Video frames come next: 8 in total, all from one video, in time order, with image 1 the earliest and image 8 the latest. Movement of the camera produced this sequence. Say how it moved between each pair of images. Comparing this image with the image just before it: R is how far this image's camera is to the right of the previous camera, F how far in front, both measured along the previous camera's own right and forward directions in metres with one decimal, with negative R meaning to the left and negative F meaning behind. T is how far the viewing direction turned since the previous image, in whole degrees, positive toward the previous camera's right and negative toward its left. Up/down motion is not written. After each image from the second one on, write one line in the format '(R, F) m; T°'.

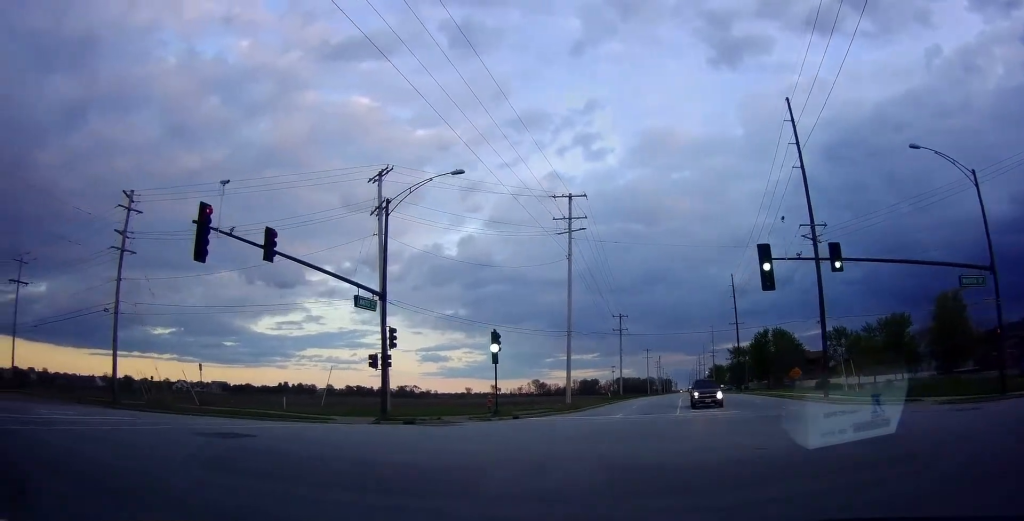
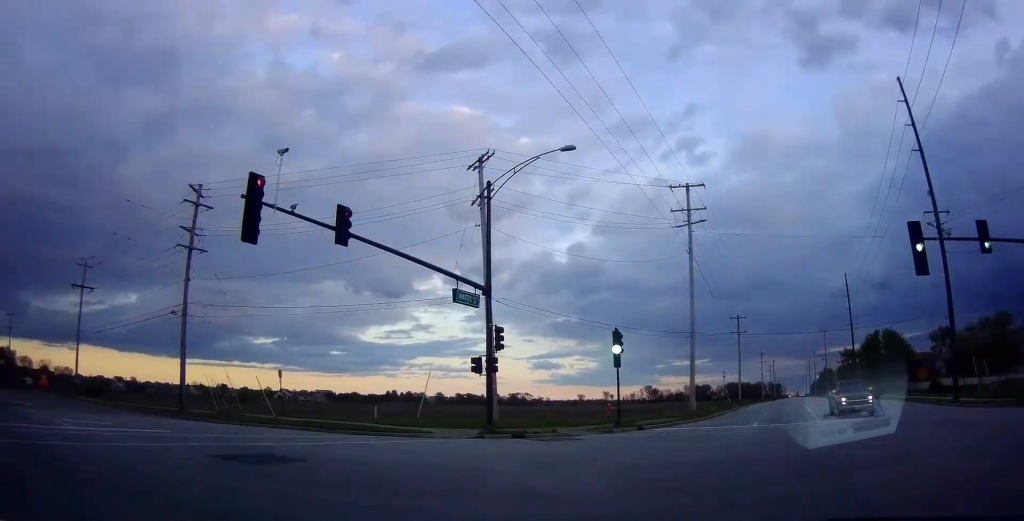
(-0.4, +4.4) m; -16°
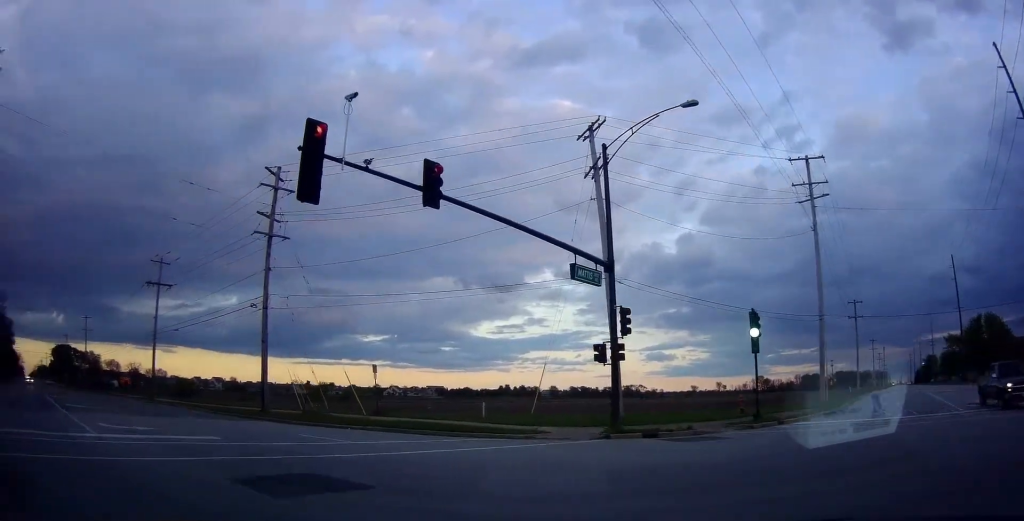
(-0.6, +3.4) m; -11°
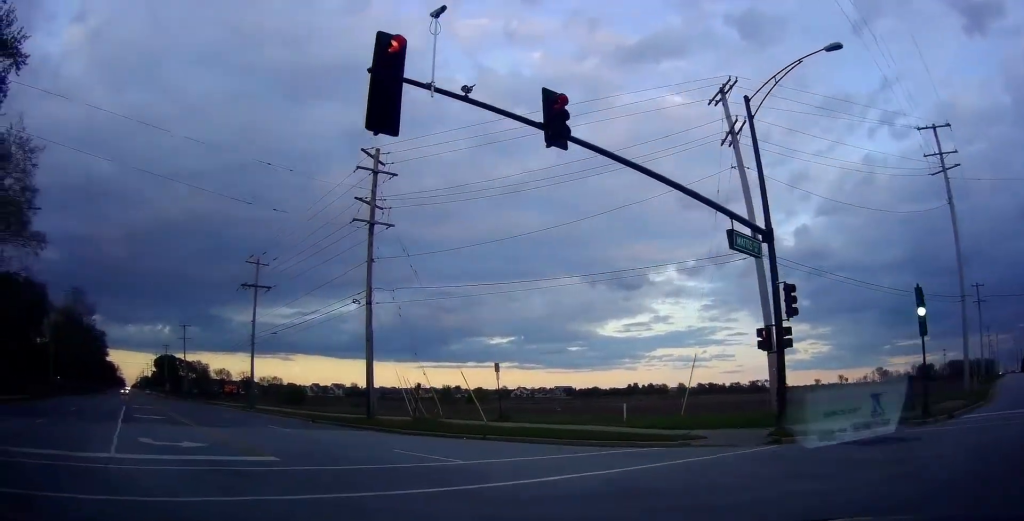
(-0.7, +4.1) m; -12°
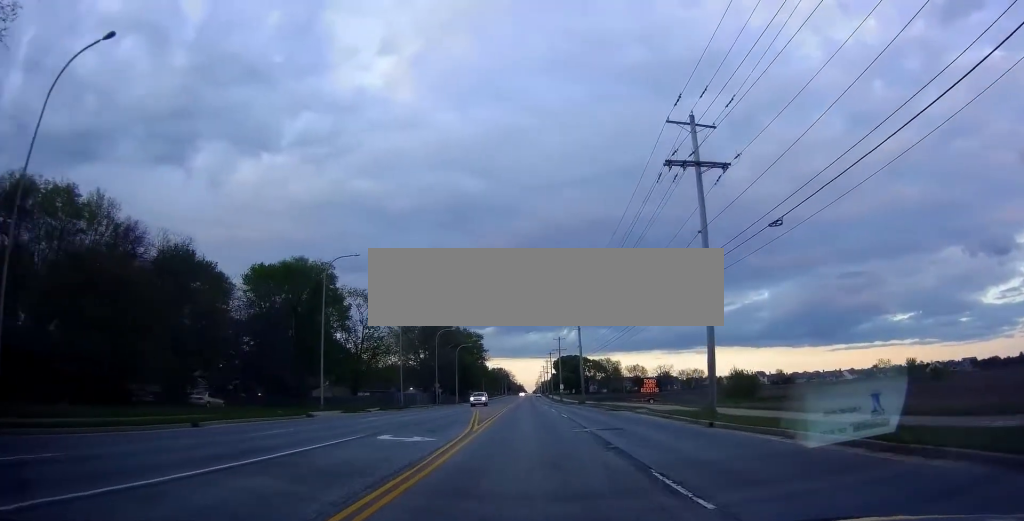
(-11.4, +24.5) m; -35°
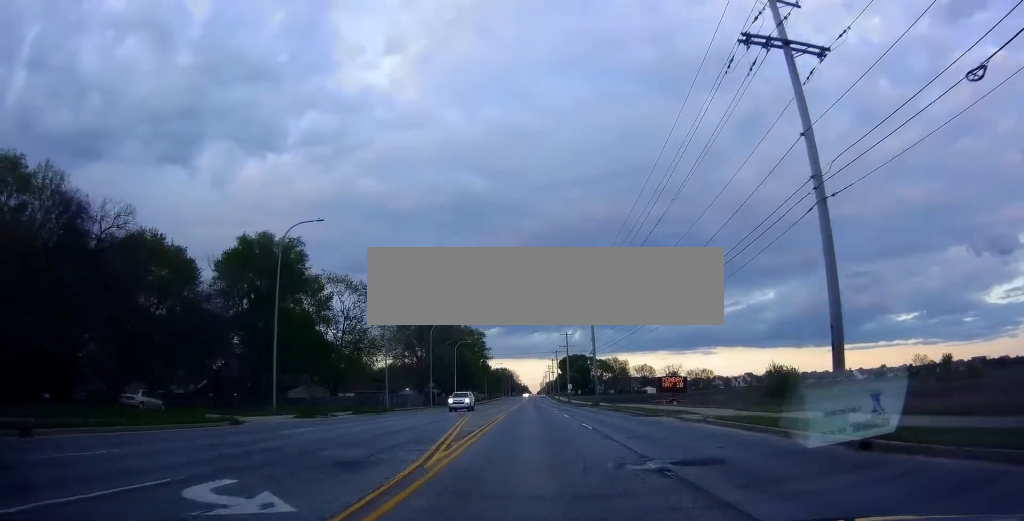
(-0.4, +10.3) m; -2°
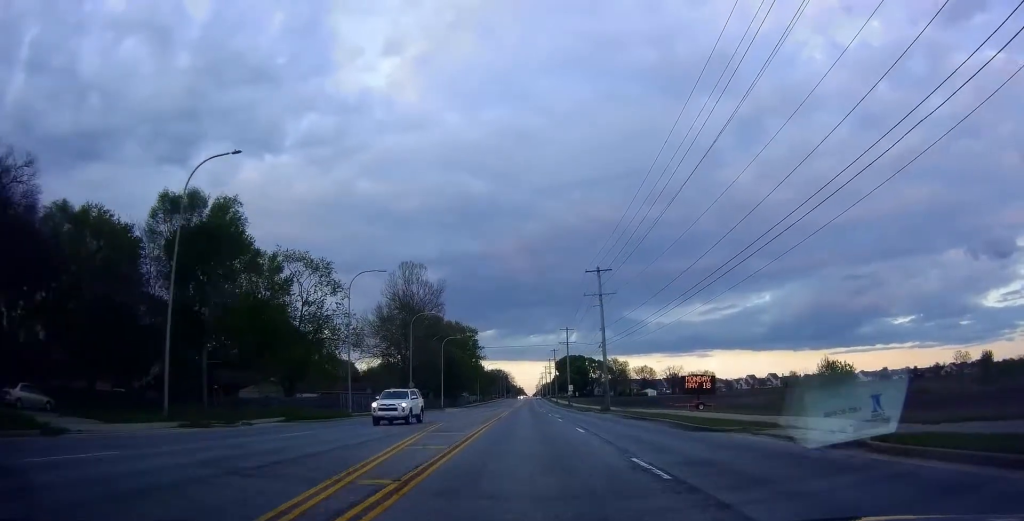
(-0.1, +12.0) m; 0°
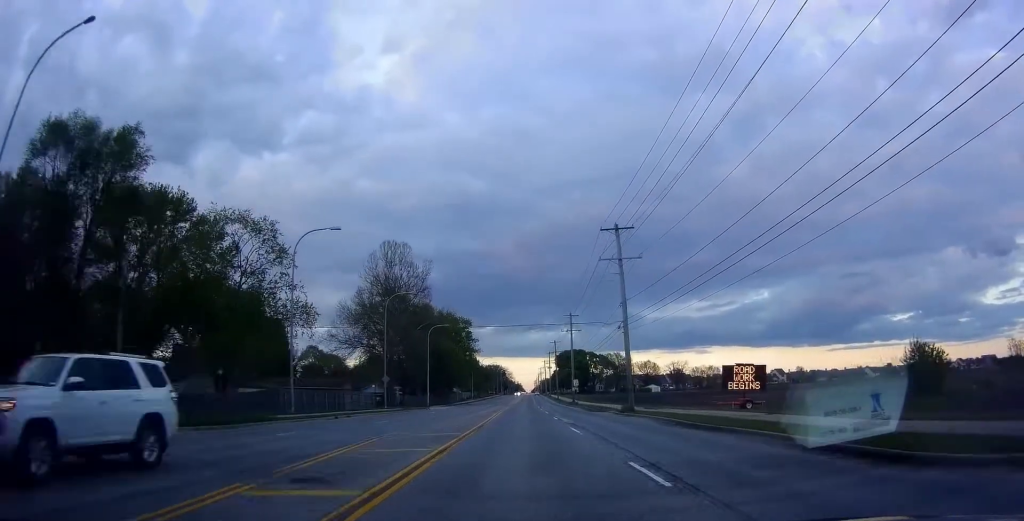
(+0.1, +13.2) m; +3°
